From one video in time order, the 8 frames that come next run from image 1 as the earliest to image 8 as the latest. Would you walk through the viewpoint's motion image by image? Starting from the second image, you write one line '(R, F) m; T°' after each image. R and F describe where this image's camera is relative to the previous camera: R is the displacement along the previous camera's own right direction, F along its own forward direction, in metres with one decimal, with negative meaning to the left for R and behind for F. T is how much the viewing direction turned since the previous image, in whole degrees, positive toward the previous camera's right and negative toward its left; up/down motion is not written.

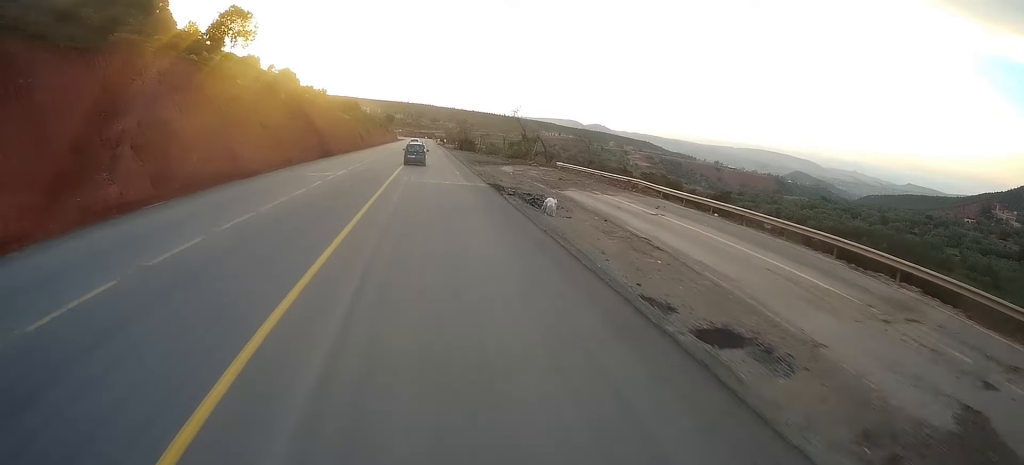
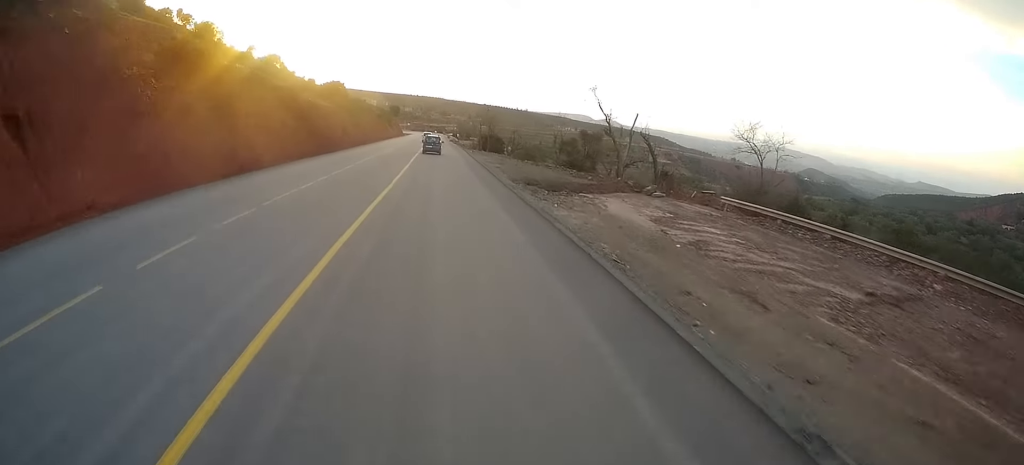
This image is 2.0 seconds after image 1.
(-0.3, +38.1) m; -2°
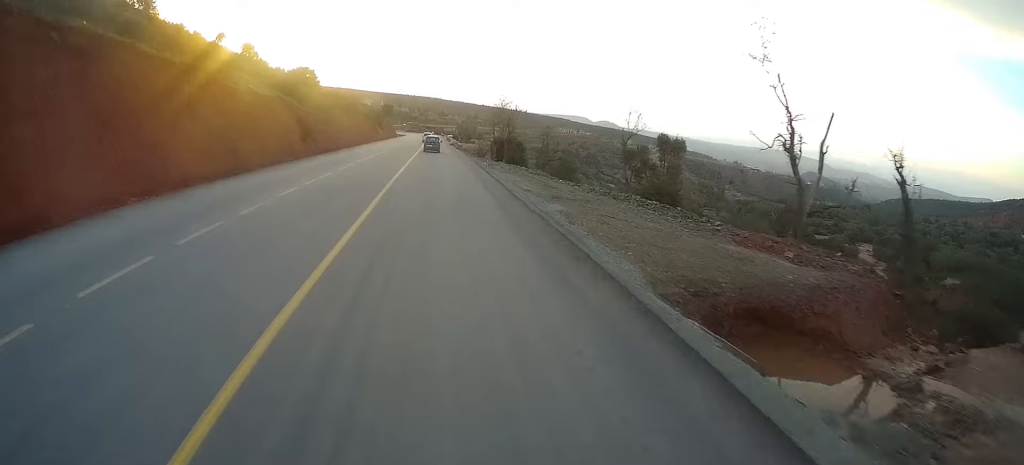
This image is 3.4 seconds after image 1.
(-0.1, +27.1) m; 0°
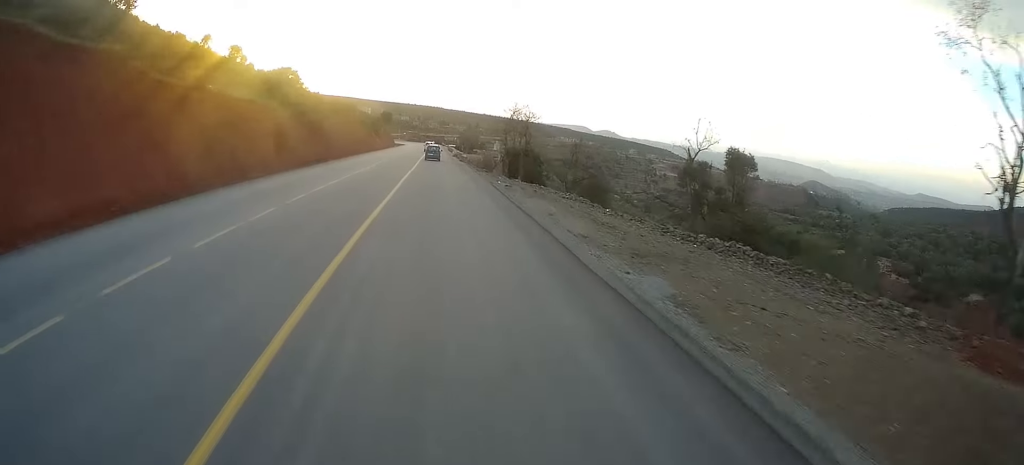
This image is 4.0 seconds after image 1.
(+0.3, +11.7) m; 0°
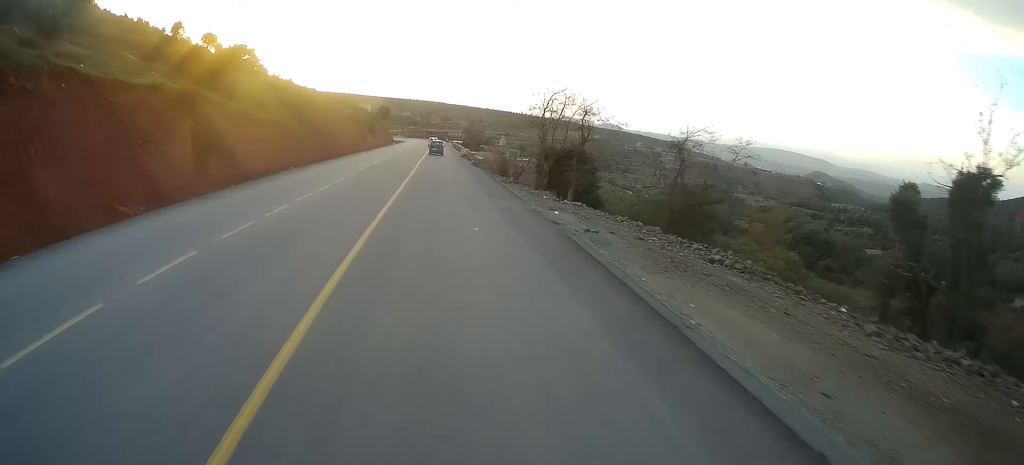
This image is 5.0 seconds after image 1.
(-0.6, +19.6) m; 0°
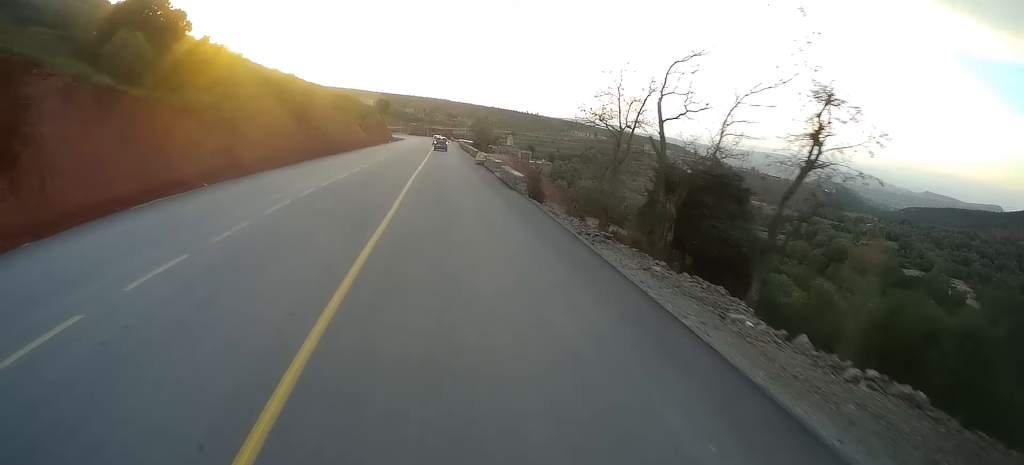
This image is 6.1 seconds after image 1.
(+0.5, +21.7) m; 0°
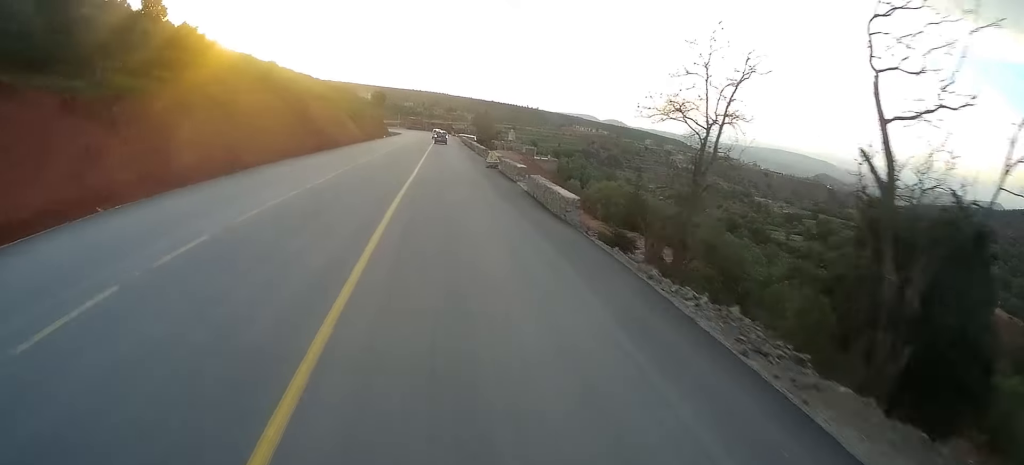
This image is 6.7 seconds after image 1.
(-0.4, +11.6) m; 0°
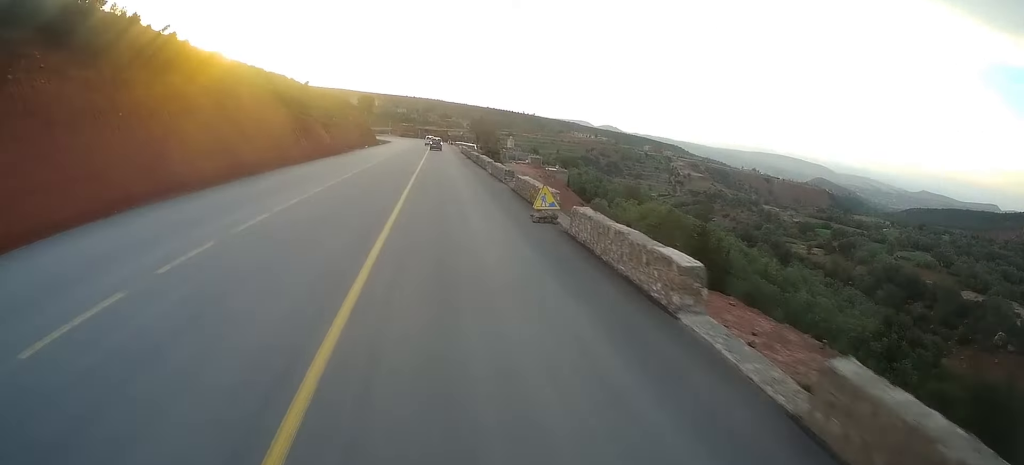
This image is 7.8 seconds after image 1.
(+0.4, +20.6) m; +1°
